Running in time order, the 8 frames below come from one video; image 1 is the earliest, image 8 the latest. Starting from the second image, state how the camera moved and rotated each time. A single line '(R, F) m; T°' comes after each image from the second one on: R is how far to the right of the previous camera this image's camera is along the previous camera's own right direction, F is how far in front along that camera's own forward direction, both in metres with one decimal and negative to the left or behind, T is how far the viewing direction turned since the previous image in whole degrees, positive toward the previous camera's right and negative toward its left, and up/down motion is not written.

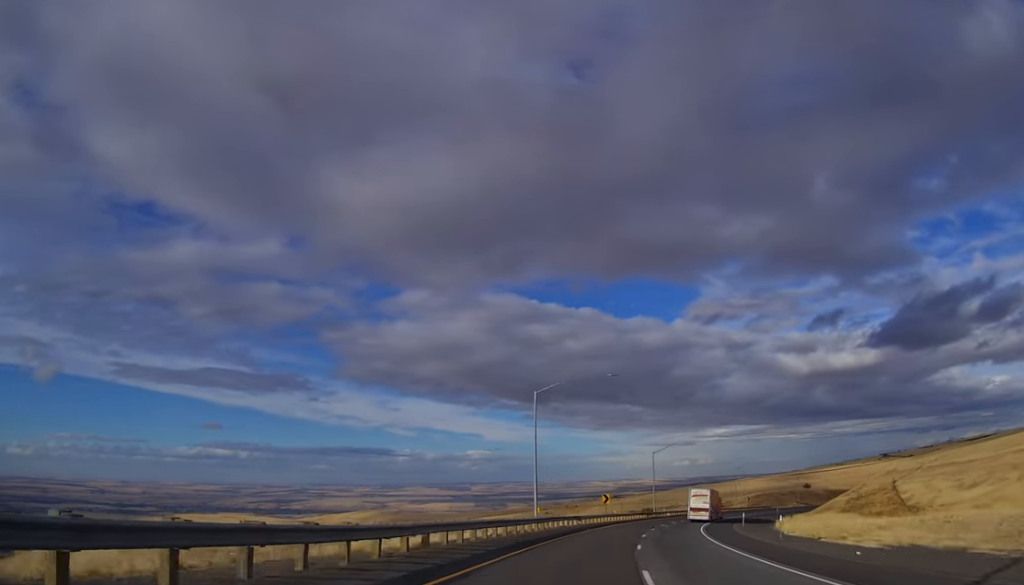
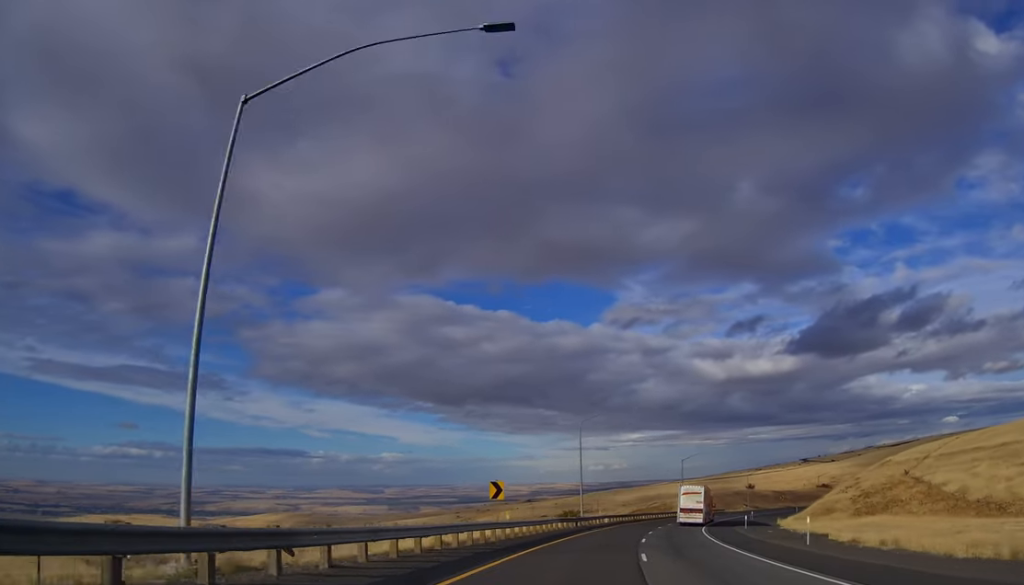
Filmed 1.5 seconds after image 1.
(+1.6, +43.2) m; +6°
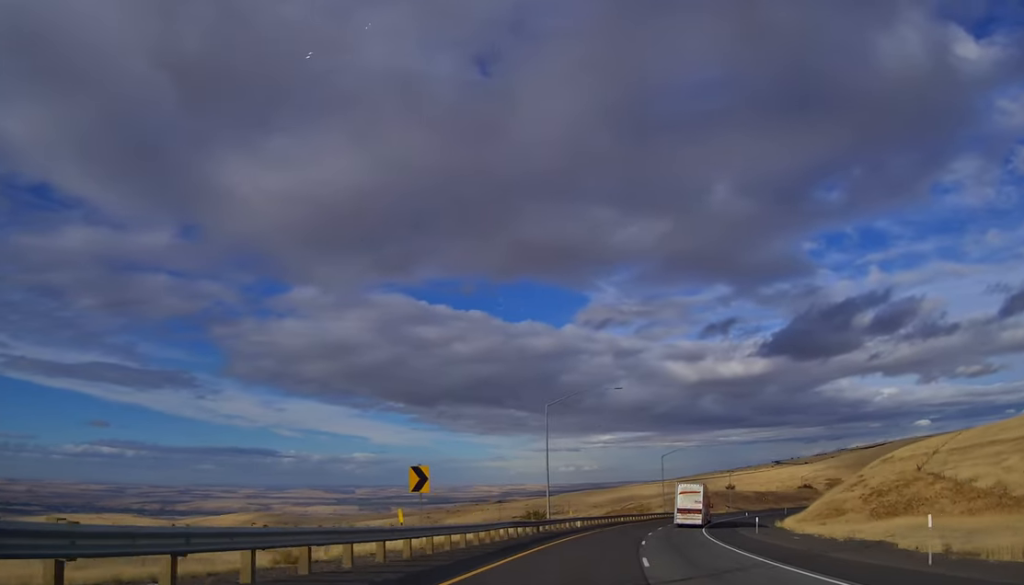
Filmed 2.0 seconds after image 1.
(+0.8, +14.3) m; +2°
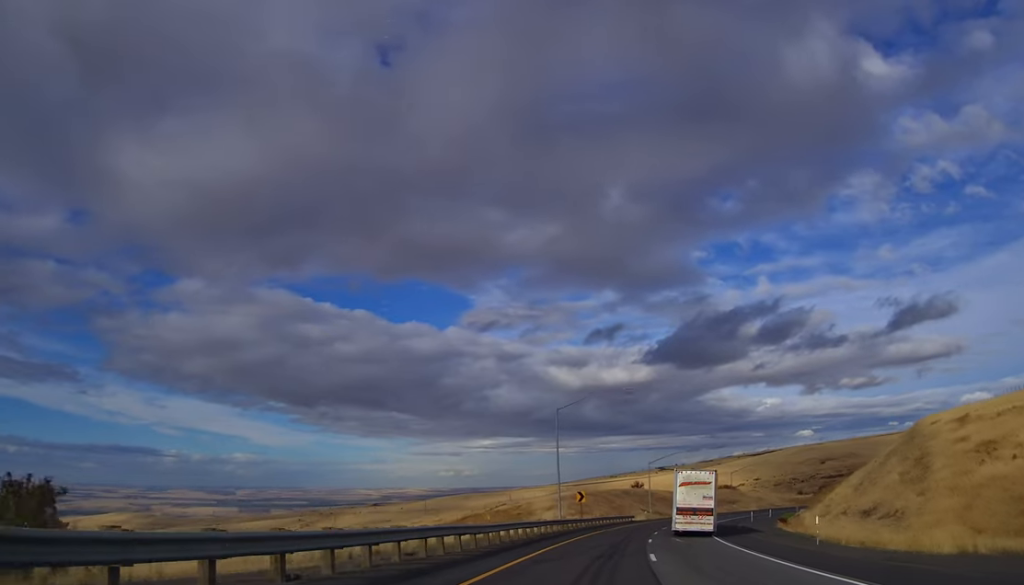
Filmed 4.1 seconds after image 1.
(+5.3, +60.1) m; +10°
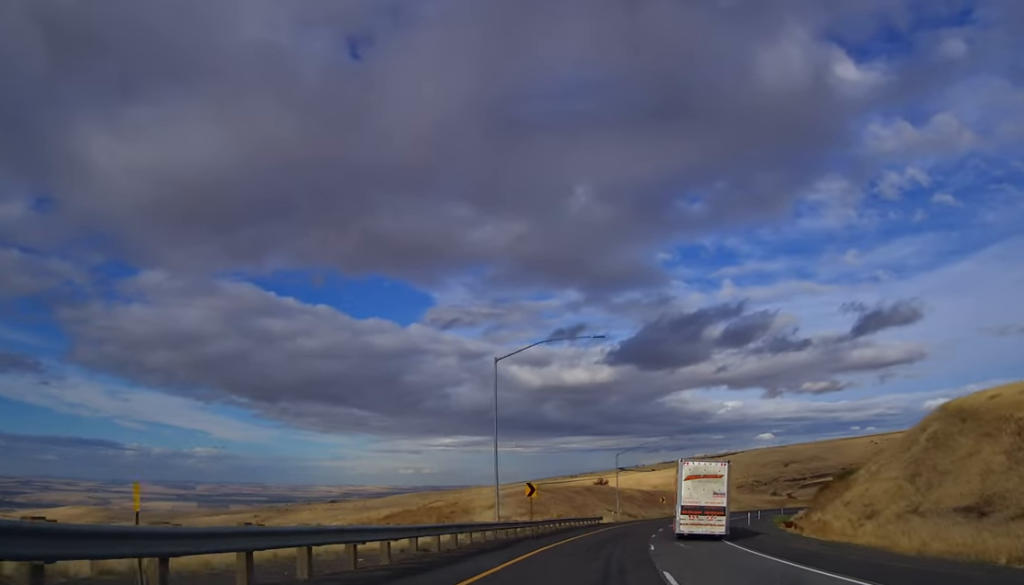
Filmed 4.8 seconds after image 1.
(+0.6, +20.1) m; +3°
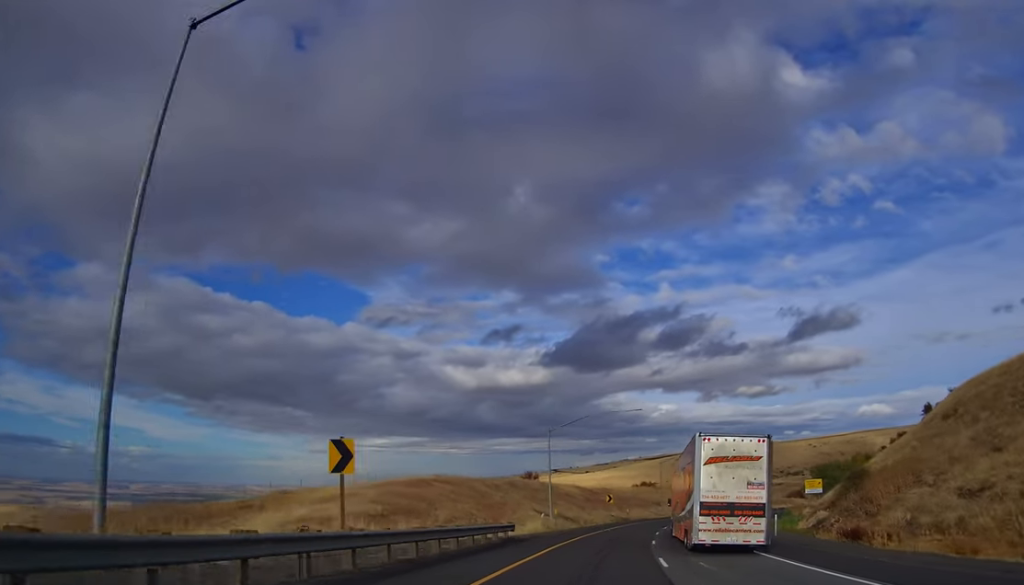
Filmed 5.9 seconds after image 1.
(+1.4, +32.6) m; +6°
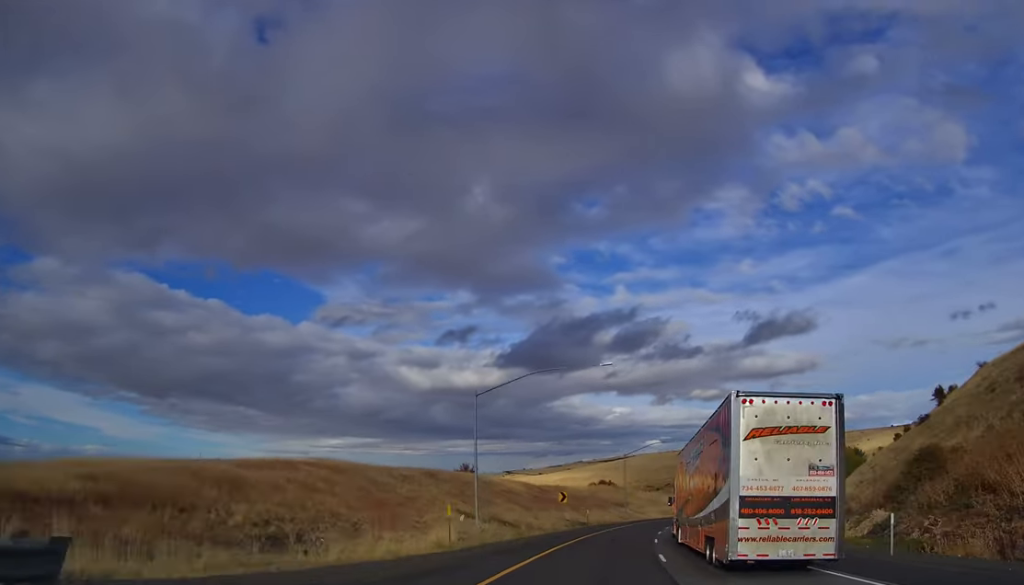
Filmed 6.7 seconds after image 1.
(+0.9, +23.1) m; +5°
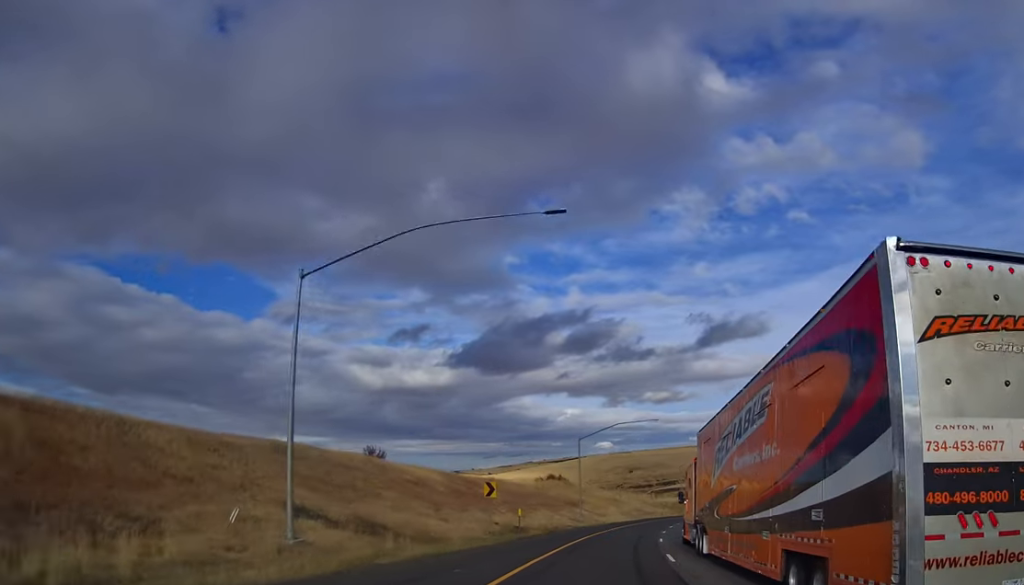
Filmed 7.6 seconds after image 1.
(+1.0, +25.9) m; +5°
